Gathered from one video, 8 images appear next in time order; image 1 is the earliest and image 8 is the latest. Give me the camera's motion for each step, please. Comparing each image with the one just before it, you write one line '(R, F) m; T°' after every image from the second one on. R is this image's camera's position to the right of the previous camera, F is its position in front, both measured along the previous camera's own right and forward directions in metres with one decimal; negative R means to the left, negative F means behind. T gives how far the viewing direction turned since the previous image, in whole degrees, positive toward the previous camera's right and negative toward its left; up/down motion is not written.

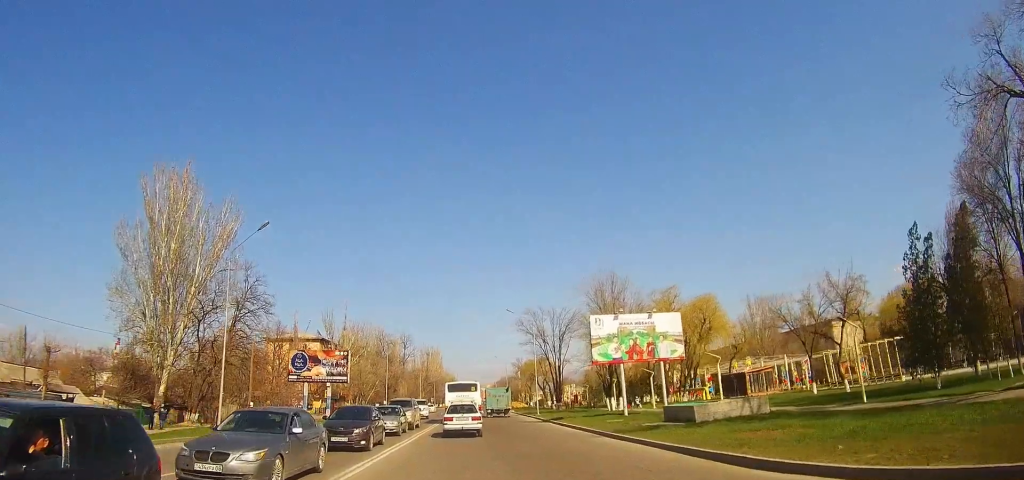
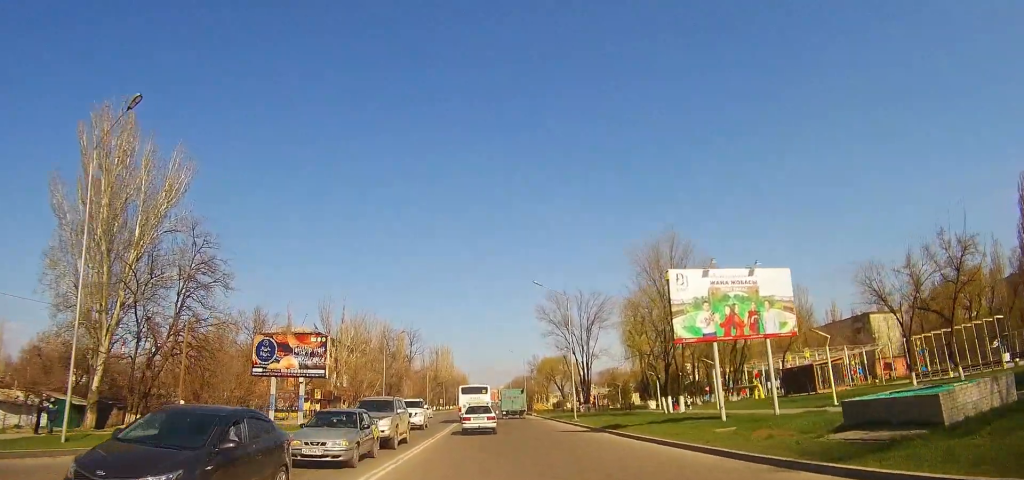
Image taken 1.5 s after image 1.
(-0.4, +12.2) m; -1°
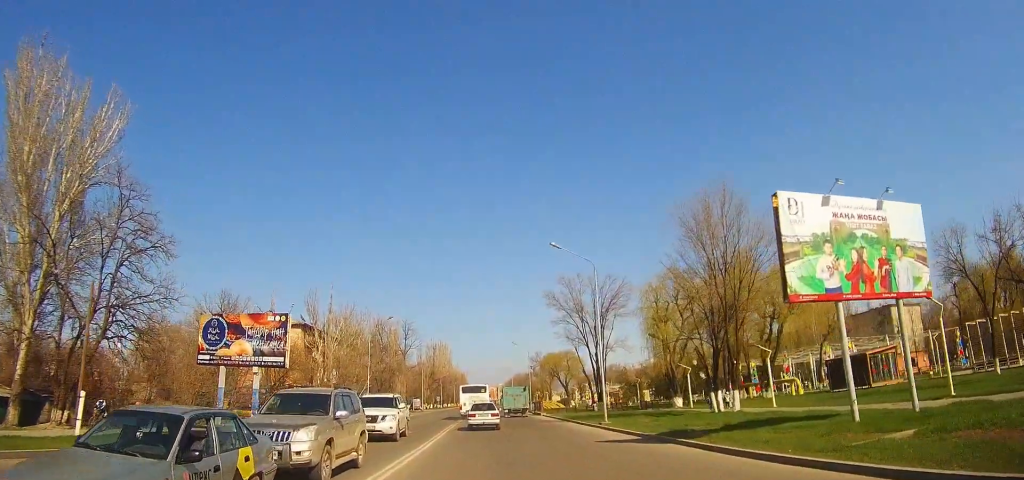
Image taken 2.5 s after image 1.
(+0.1, +9.1) m; +1°
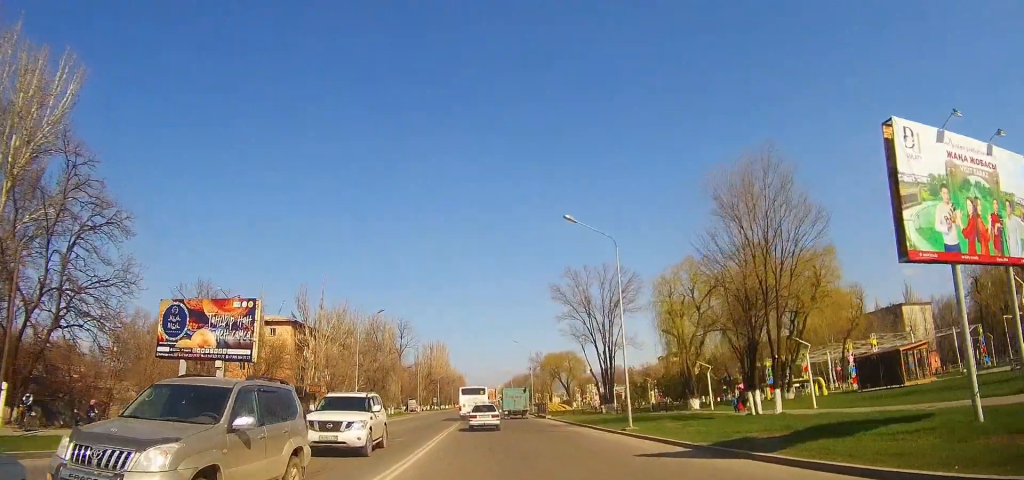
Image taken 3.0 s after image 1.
(0.0, +4.8) m; 0°
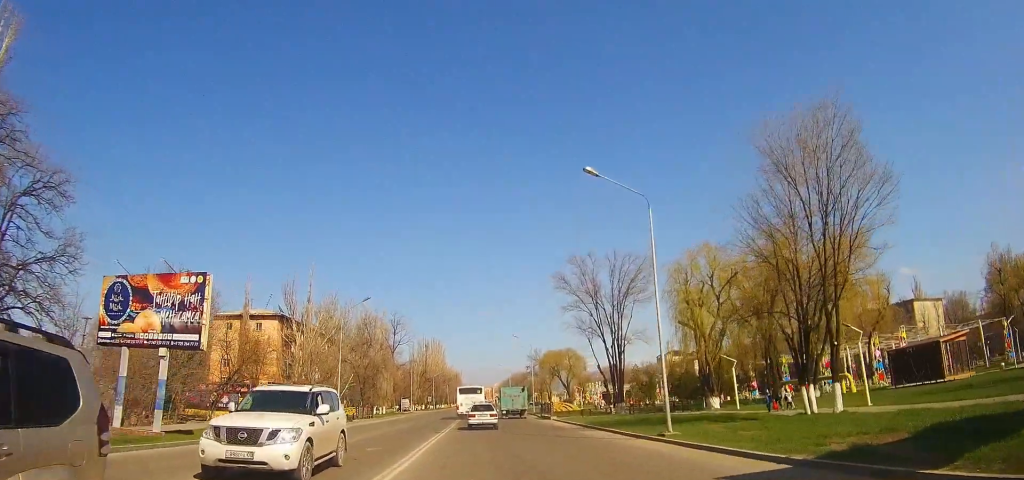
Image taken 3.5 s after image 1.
(0.0, +5.2) m; 0°
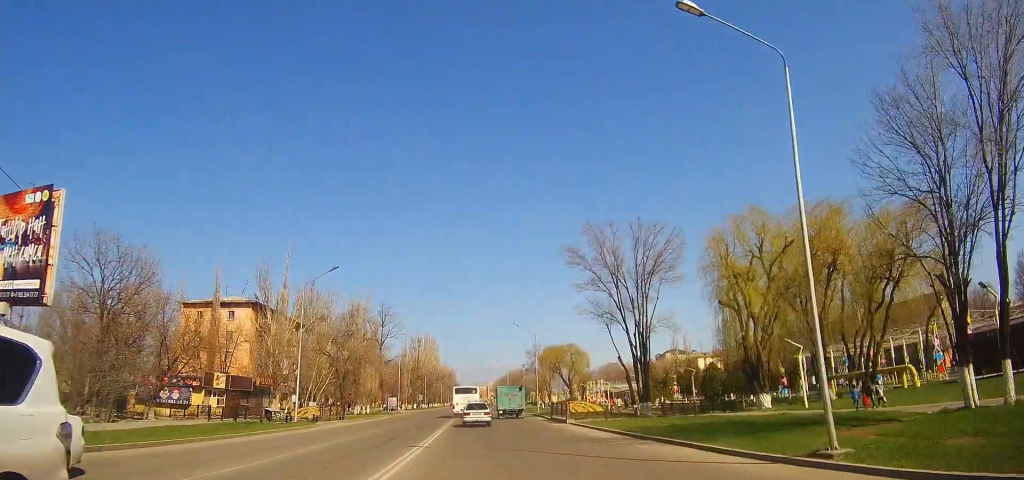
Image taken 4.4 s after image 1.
(0.0, +9.6) m; +1°
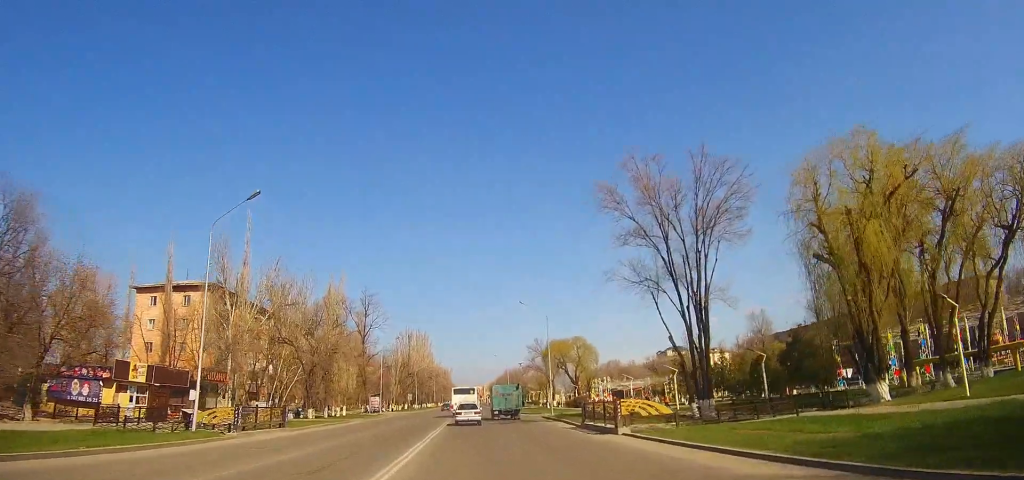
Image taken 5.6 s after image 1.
(+0.1, +13.3) m; 0°
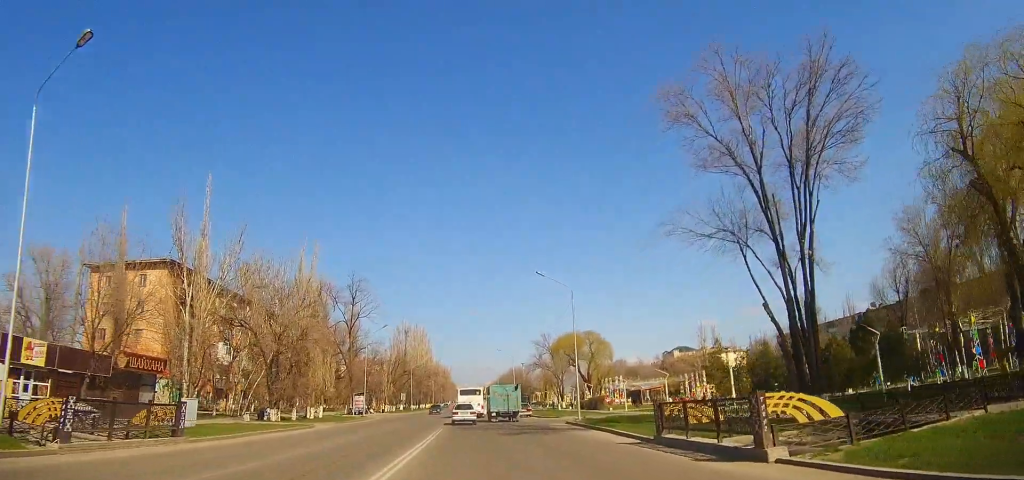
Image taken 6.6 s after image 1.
(0.0, +11.3) m; 0°
